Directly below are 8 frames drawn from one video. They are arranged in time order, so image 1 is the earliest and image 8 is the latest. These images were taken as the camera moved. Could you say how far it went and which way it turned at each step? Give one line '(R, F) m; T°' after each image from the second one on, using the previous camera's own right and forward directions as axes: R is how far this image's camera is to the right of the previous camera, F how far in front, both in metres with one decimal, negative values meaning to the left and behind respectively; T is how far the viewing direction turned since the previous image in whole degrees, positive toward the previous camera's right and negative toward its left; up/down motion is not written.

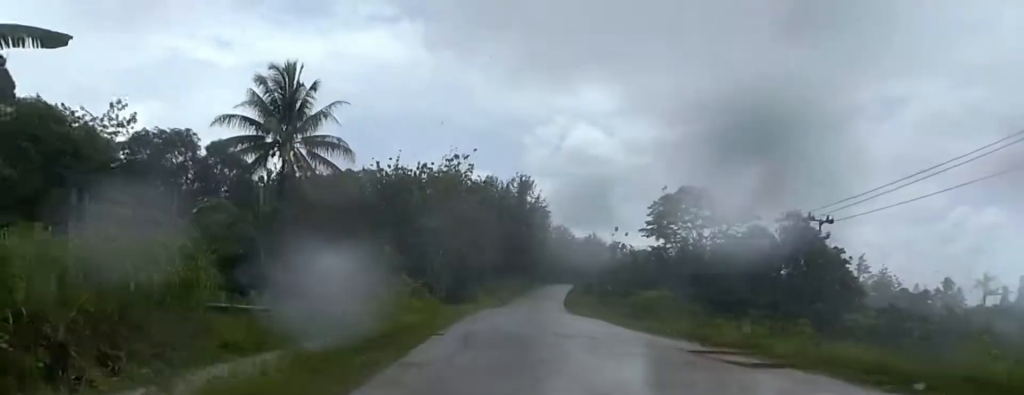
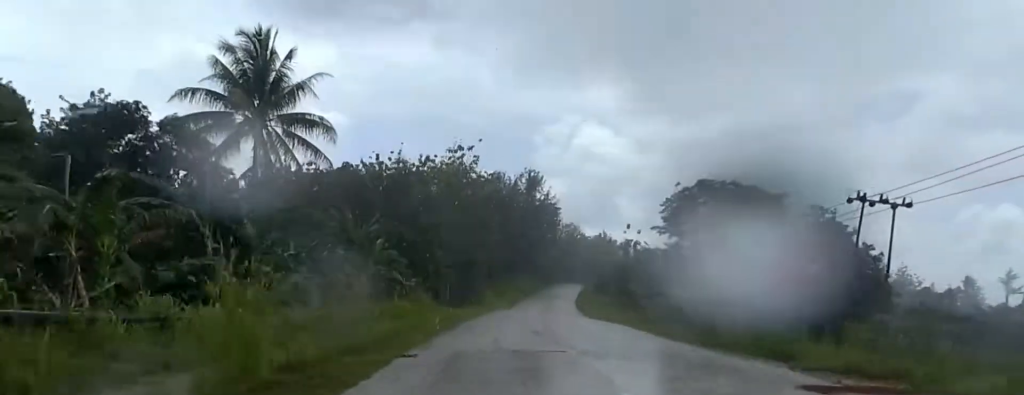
(+0.1, +5.8) m; 0°
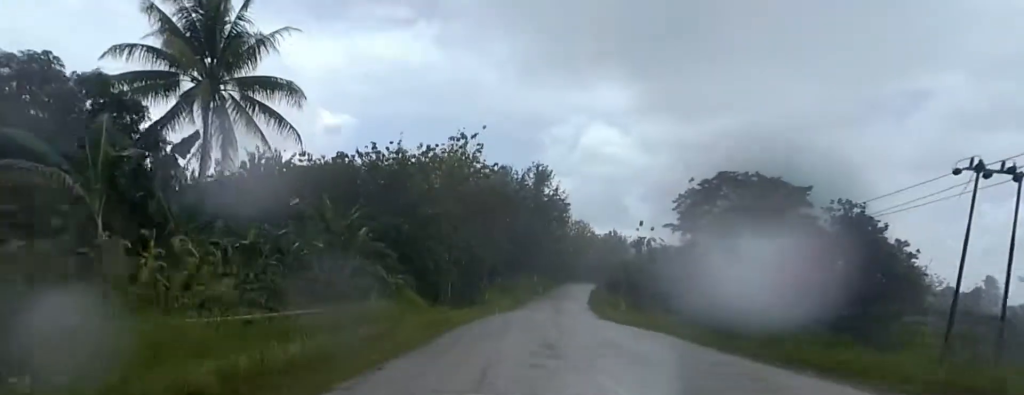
(0.0, +6.6) m; 0°
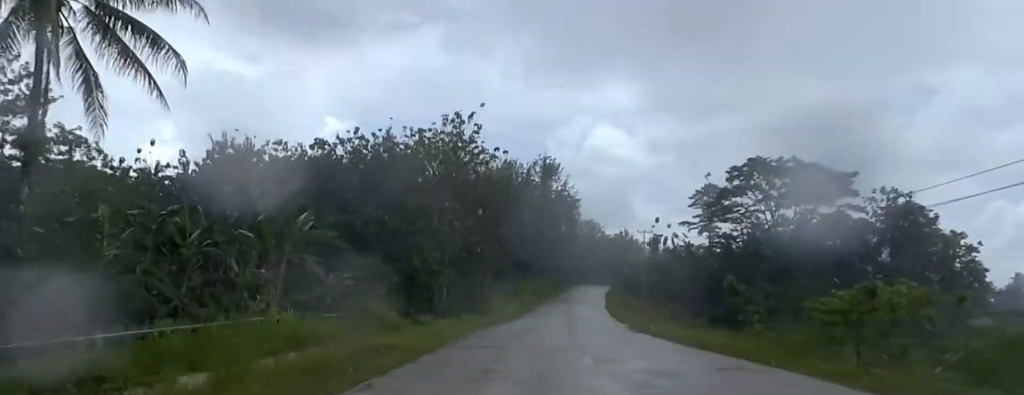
(0.0, +11.2) m; -3°
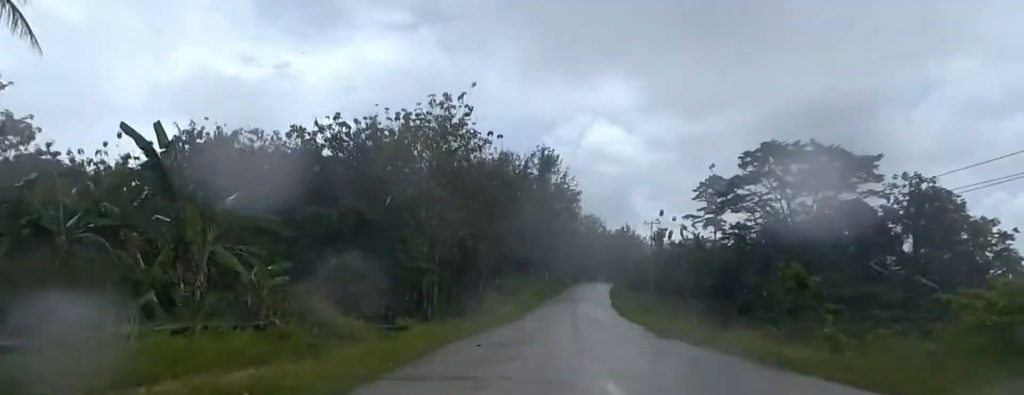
(-0.3, +6.2) m; +1°
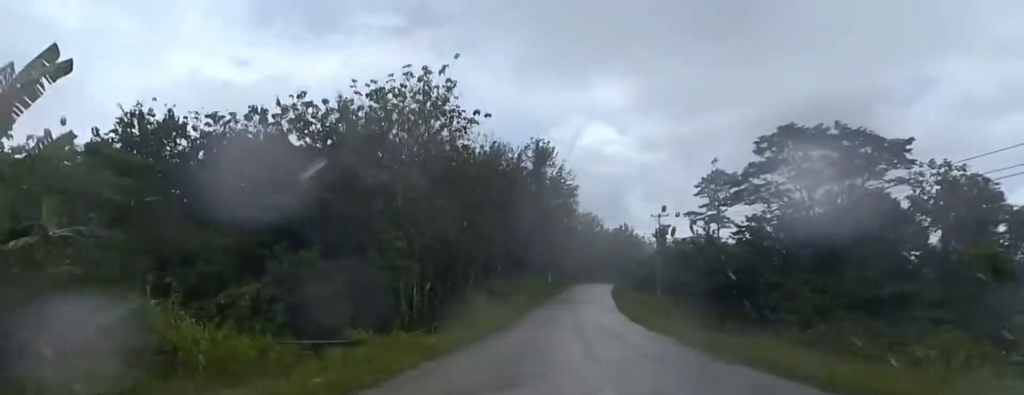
(-0.2, +8.0) m; +2°
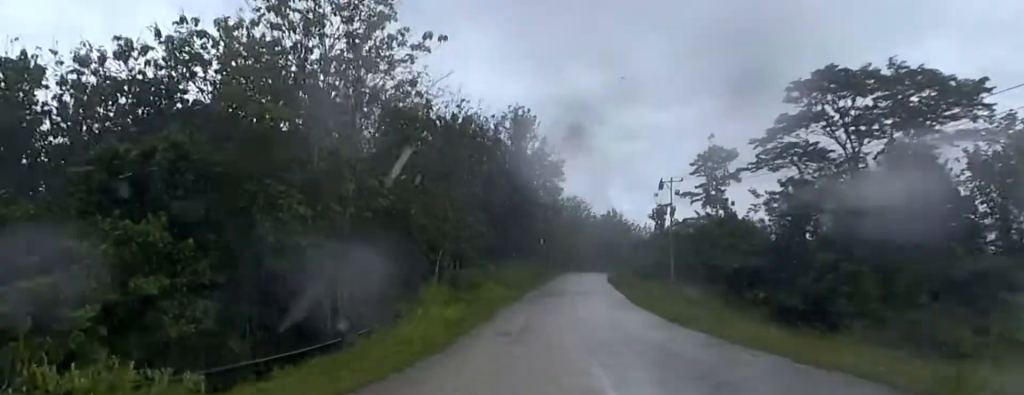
(+0.4, +14.3) m; 0°
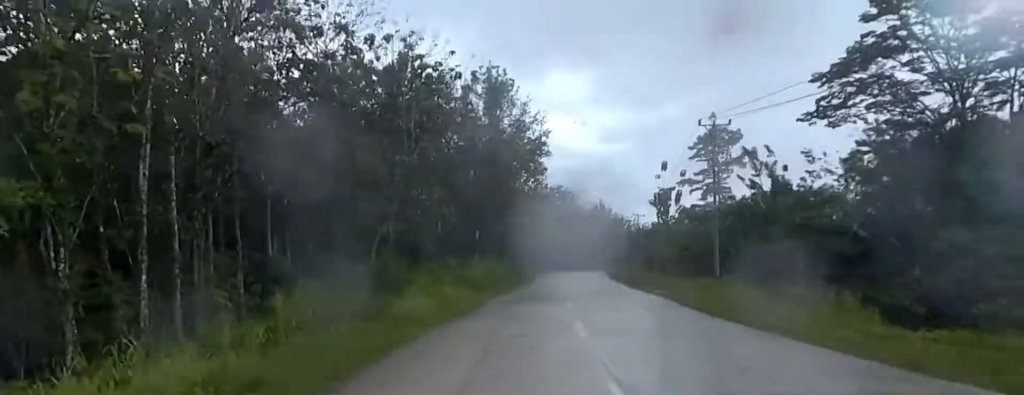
(+0.7, +17.1) m; +3°
